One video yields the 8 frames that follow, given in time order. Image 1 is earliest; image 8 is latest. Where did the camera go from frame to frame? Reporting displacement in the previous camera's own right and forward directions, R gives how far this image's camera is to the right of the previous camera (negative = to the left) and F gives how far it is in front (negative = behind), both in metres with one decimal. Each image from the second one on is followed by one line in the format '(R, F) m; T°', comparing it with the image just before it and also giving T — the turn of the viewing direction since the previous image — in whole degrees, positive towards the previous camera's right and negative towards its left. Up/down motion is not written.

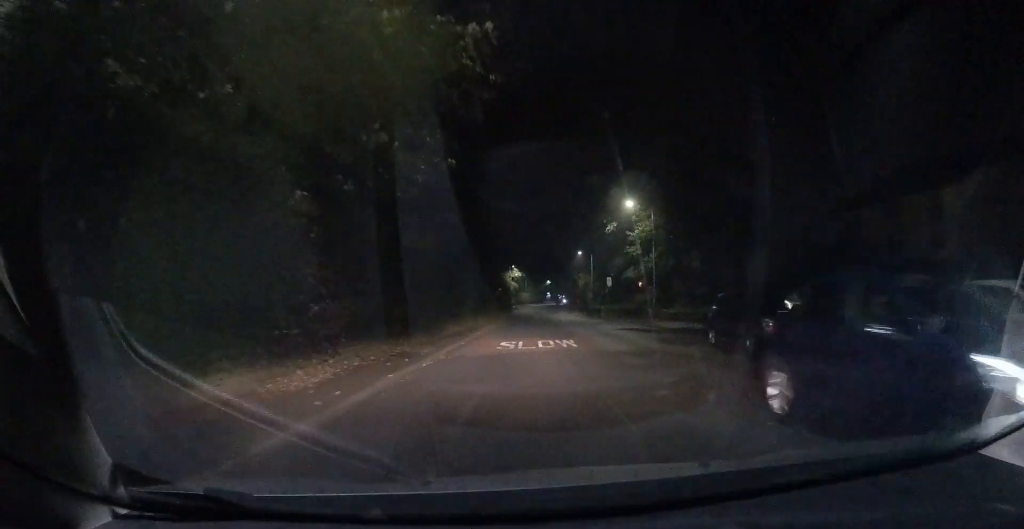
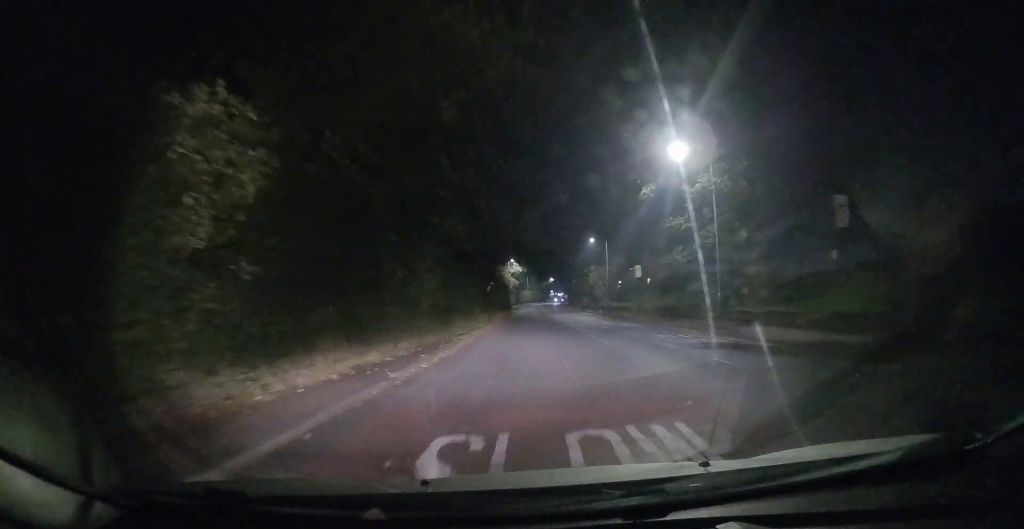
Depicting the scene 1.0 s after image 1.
(-0.2, +12.6) m; -2°
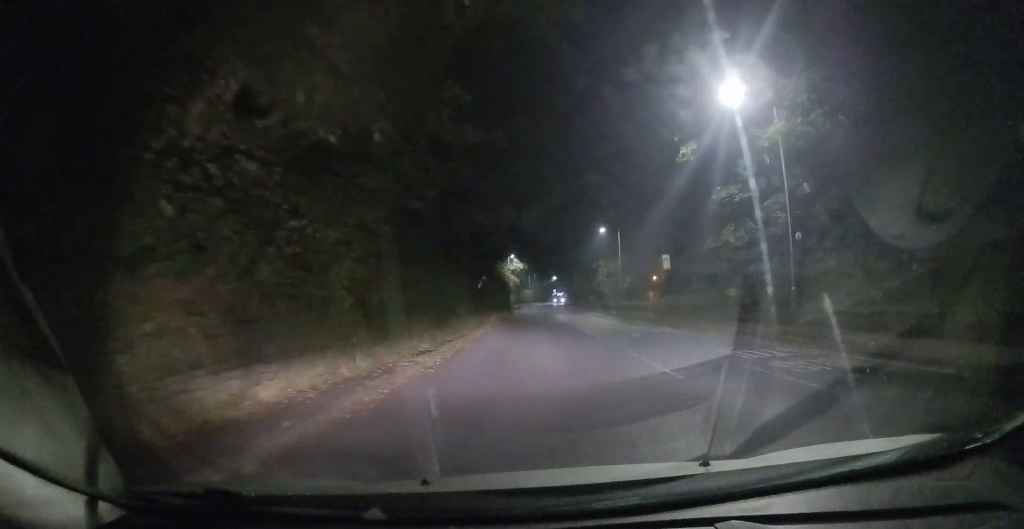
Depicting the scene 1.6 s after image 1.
(-0.1, +7.2) m; -1°
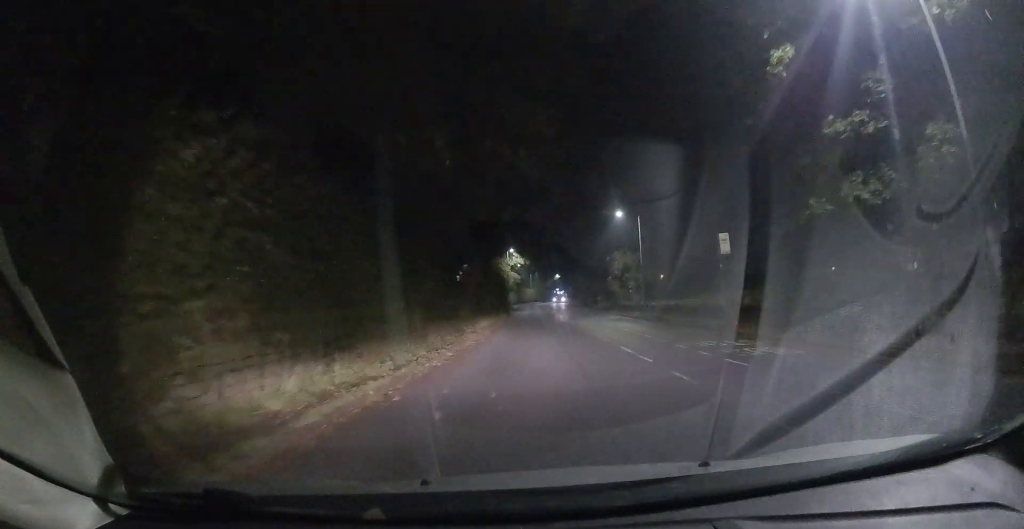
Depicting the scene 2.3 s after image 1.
(0.0, +9.0) m; 0°
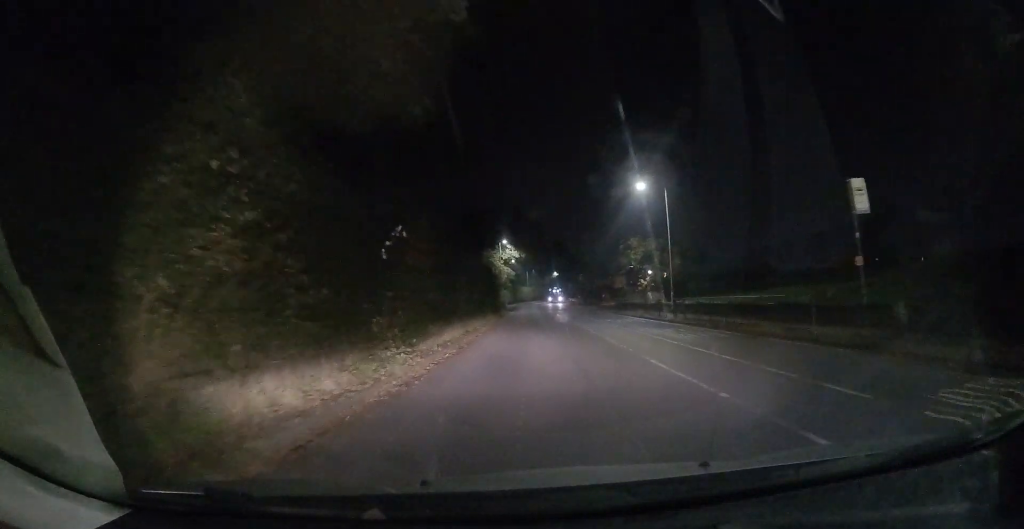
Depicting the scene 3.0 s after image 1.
(-0.1, +9.9) m; 0°
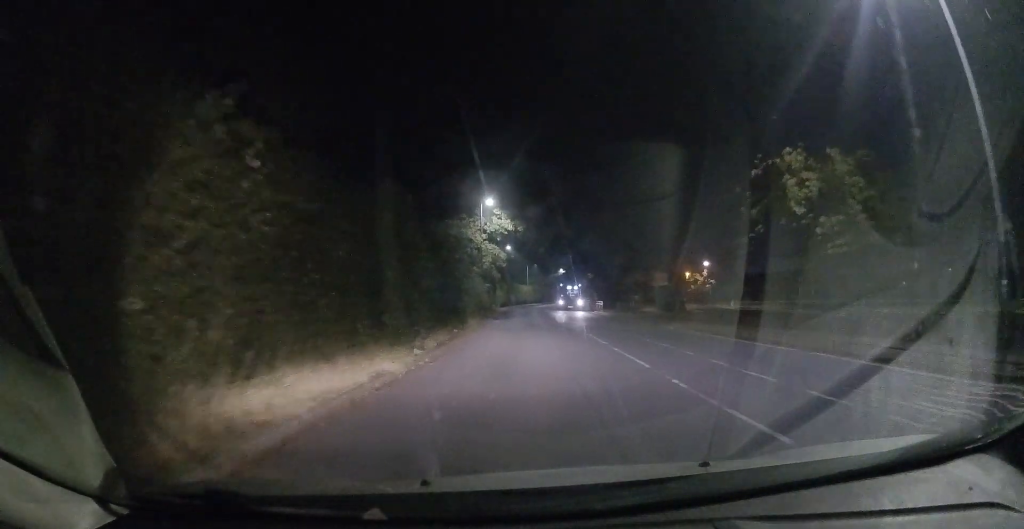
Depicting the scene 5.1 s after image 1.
(+0.3, +26.2) m; 0°
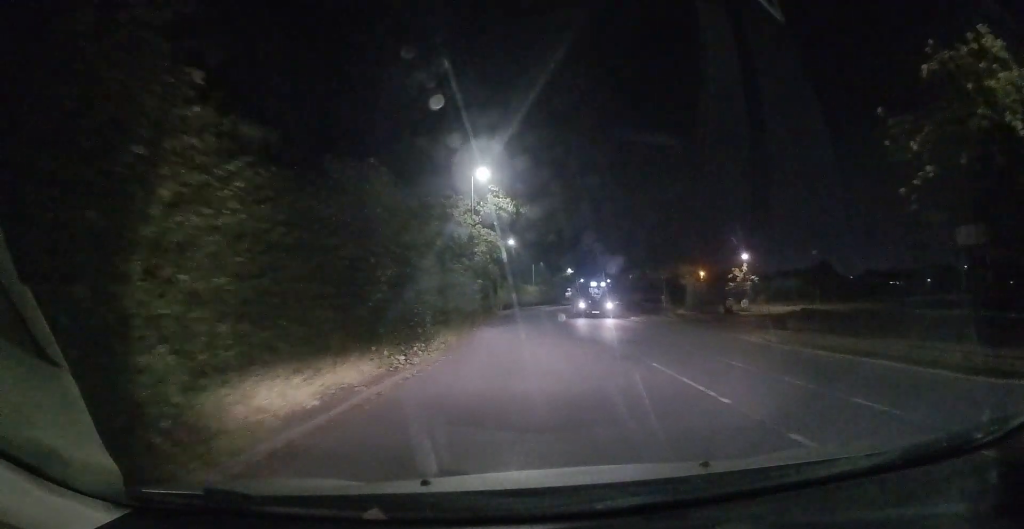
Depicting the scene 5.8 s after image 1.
(-0.1, +9.2) m; 0°
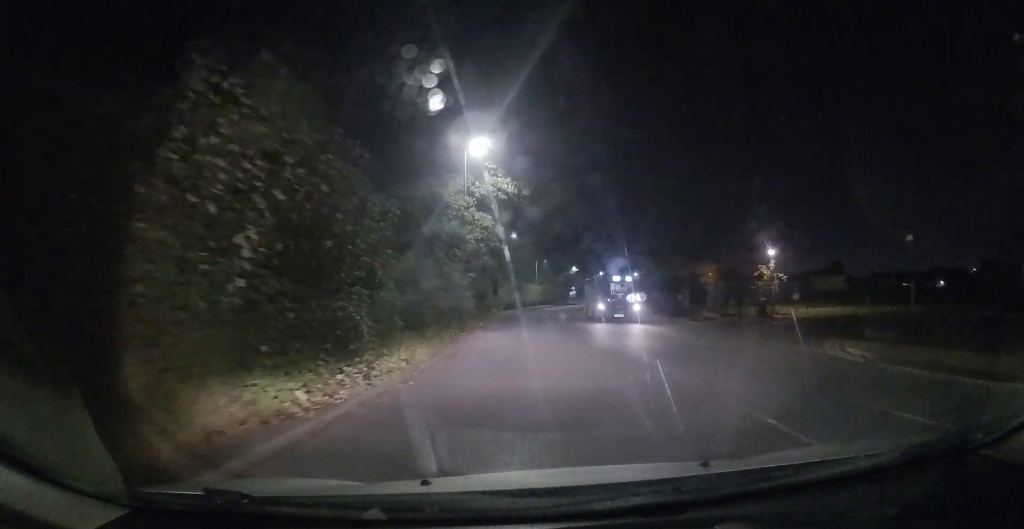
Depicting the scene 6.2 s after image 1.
(-0.1, +5.0) m; 0°
